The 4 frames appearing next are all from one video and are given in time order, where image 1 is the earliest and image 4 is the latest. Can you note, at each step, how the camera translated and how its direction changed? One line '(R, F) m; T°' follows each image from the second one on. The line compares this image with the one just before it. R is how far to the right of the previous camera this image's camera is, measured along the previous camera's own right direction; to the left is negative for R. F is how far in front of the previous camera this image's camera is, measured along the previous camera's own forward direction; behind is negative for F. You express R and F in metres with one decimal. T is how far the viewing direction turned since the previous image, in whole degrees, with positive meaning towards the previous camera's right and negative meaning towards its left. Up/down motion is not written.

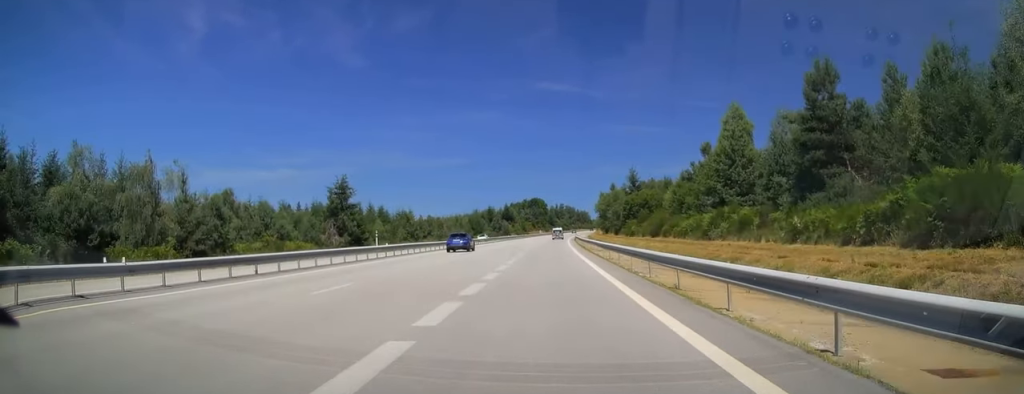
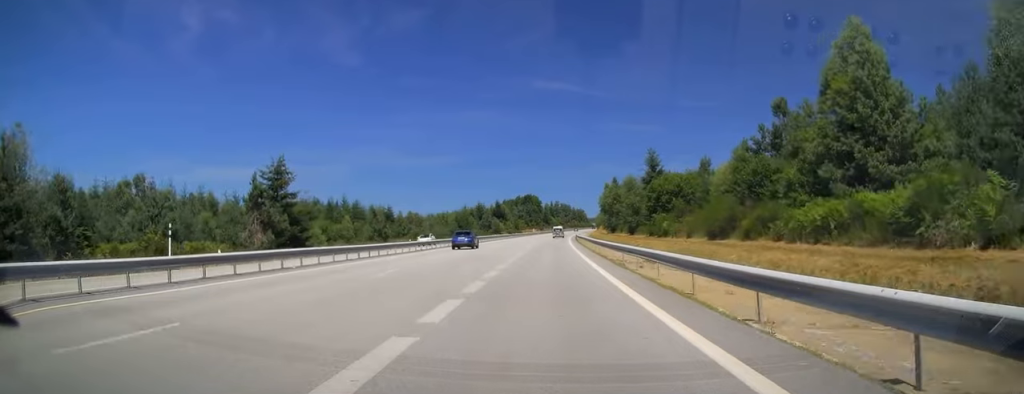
(+0.3, +21.5) m; +1°
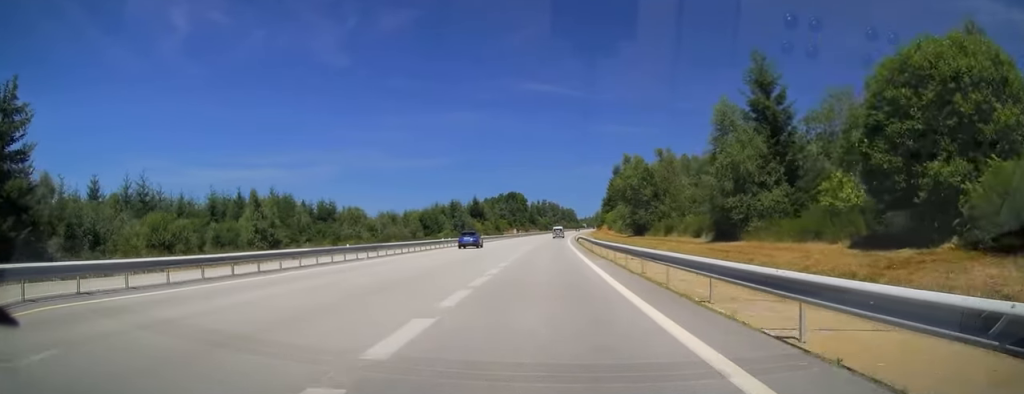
(+0.2, +41.7) m; +1°
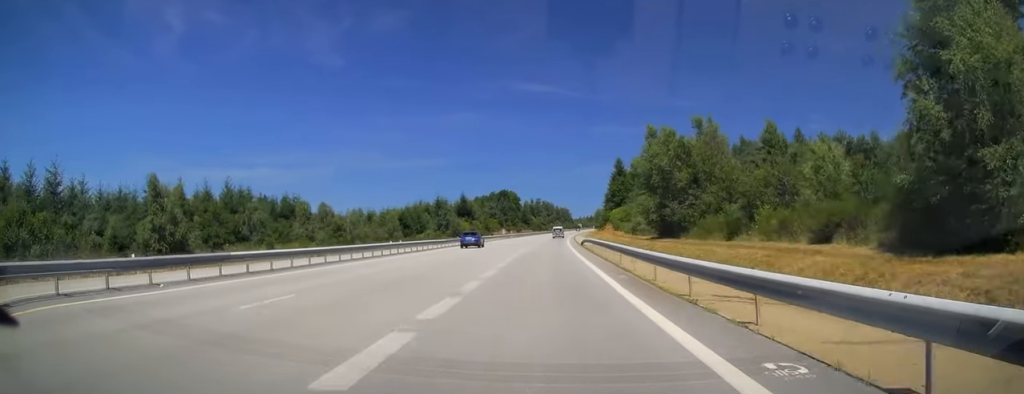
(+0.1, +18.7) m; 0°
